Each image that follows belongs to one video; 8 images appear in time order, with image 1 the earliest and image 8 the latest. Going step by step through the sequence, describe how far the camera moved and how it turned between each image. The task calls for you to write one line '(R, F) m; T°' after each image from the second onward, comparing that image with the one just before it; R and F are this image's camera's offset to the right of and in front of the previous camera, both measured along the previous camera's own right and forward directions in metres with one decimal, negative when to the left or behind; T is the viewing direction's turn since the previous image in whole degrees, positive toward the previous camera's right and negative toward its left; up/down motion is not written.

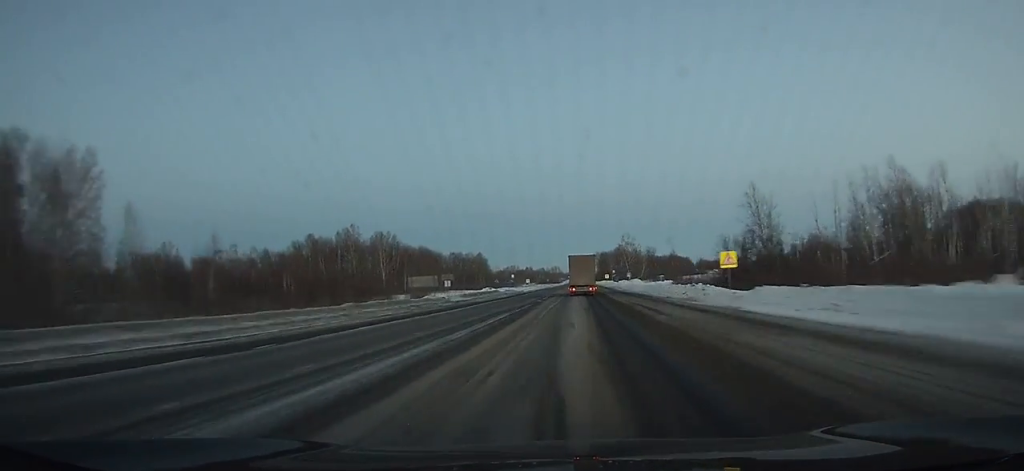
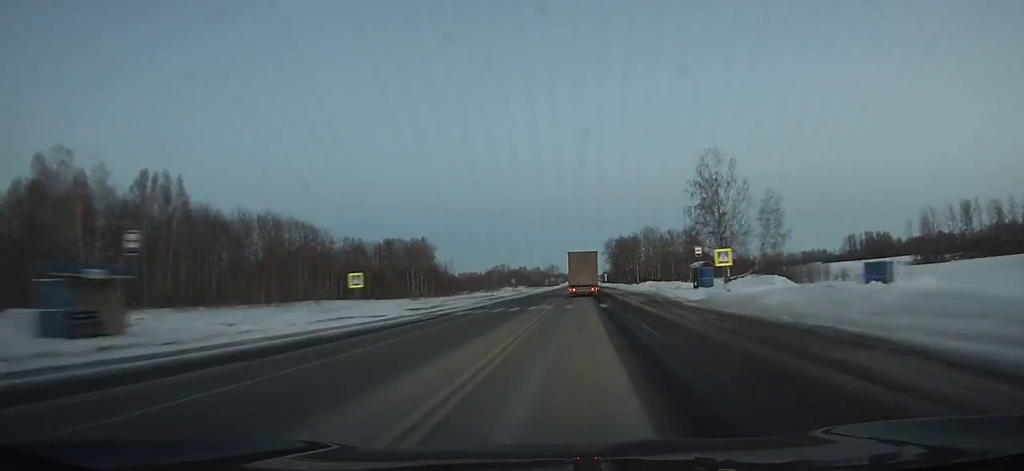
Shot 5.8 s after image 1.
(-0.9, +133.6) m; 0°
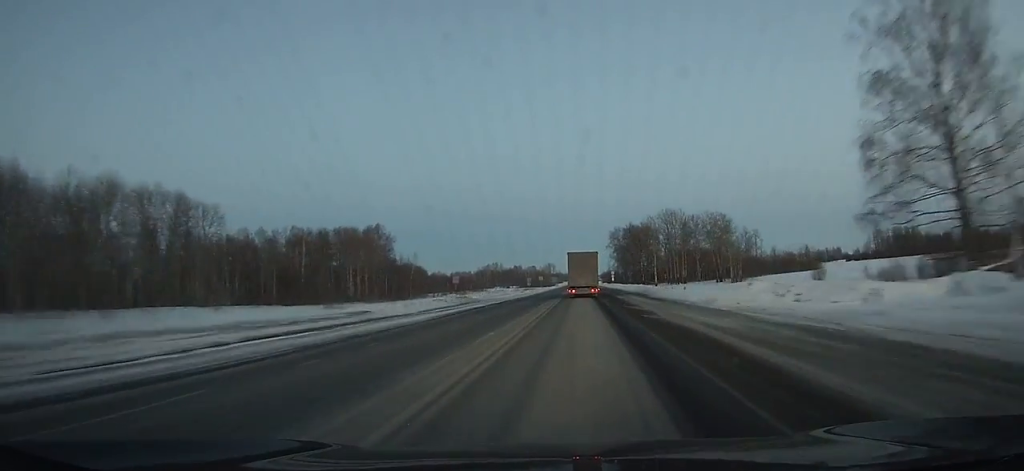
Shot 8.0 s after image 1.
(+0.2, +50.8) m; 0°
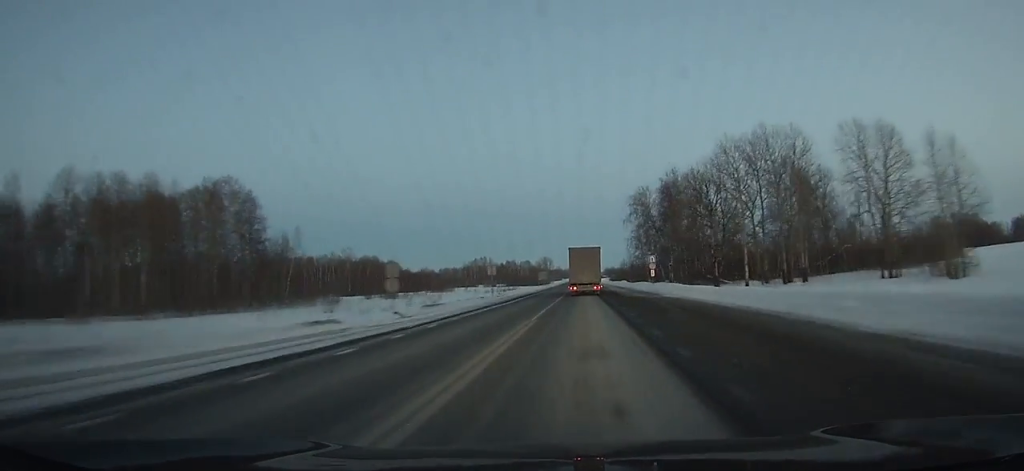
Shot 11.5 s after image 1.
(-0.2, +80.5) m; 0°
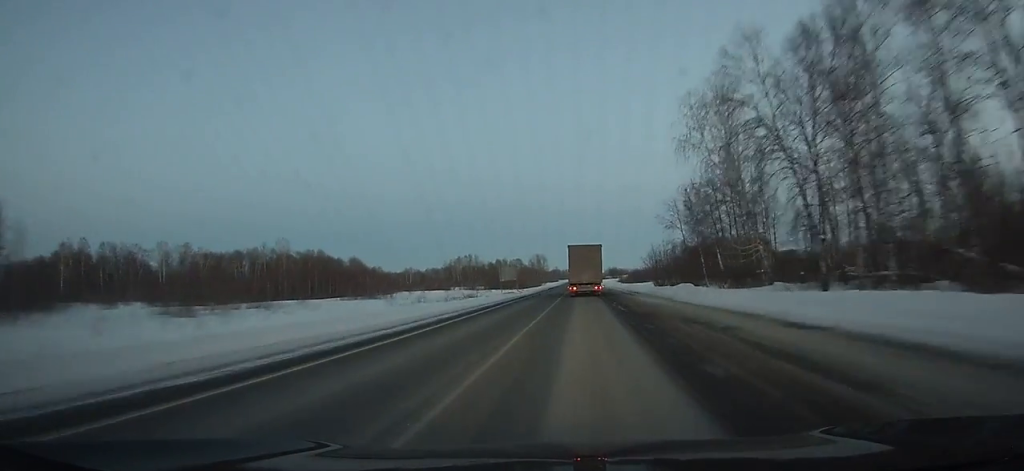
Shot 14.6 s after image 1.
(+0.2, +71.0) m; 0°
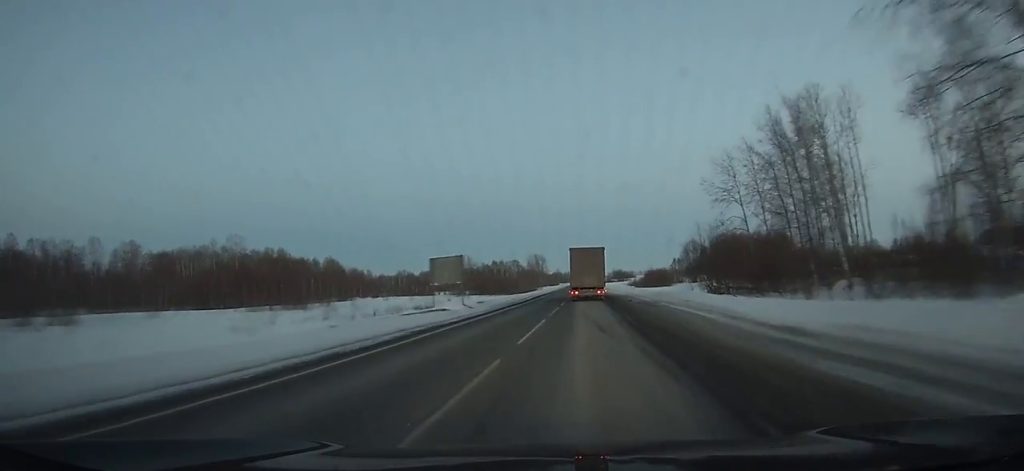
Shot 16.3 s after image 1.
(+0.2, +38.8) m; 0°
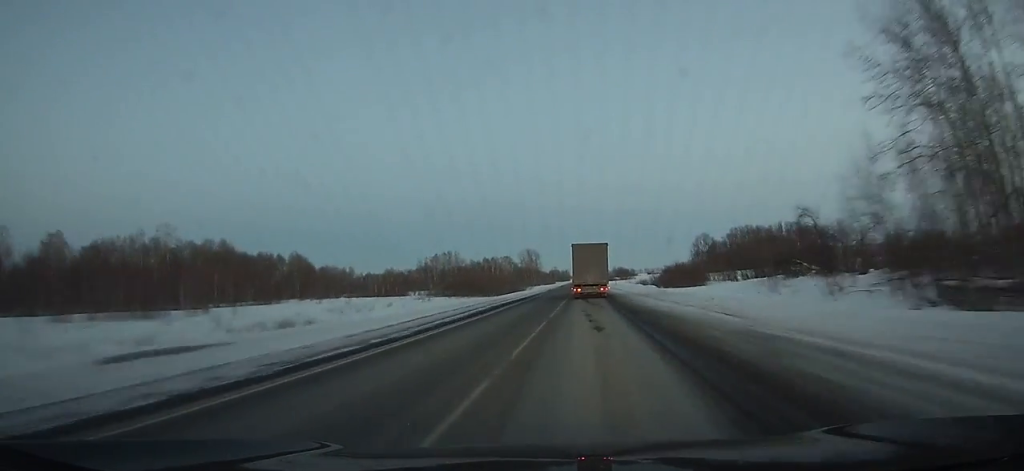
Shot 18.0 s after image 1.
(0.0, +39.0) m; 0°
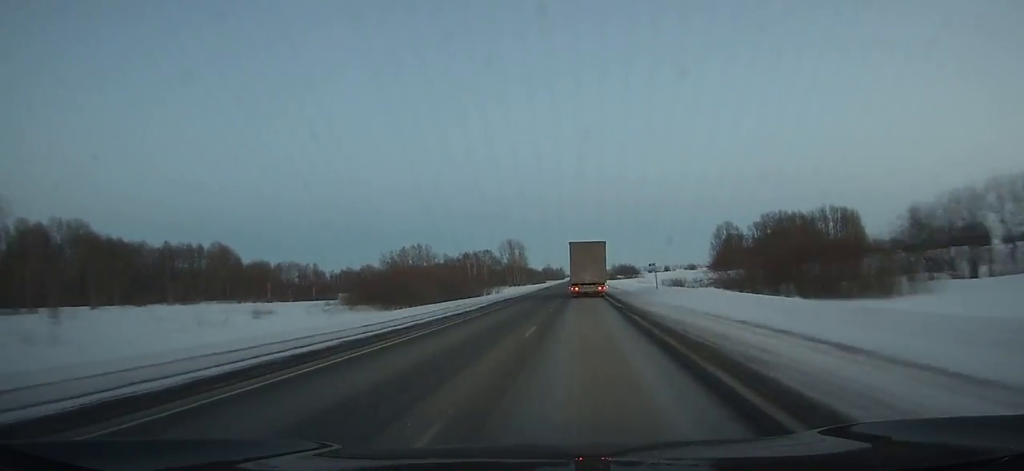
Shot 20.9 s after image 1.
(-0.4, +66.9) m; -1°
